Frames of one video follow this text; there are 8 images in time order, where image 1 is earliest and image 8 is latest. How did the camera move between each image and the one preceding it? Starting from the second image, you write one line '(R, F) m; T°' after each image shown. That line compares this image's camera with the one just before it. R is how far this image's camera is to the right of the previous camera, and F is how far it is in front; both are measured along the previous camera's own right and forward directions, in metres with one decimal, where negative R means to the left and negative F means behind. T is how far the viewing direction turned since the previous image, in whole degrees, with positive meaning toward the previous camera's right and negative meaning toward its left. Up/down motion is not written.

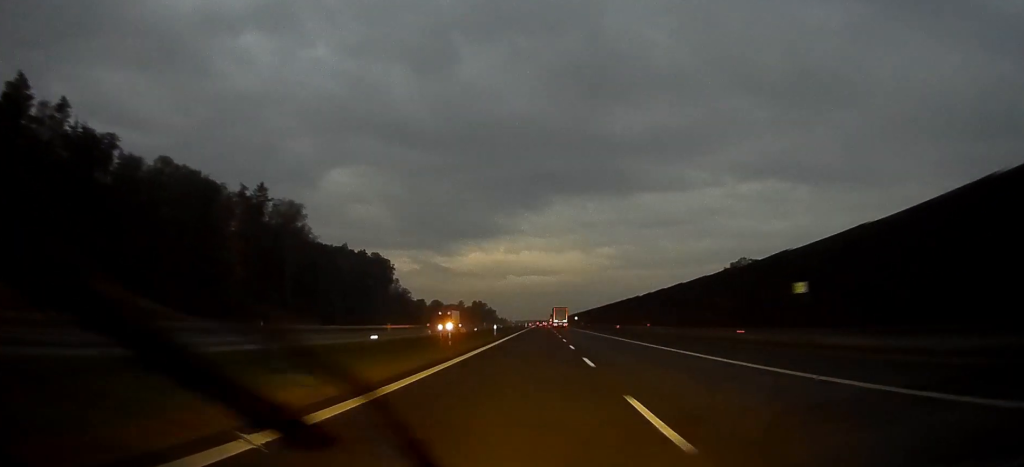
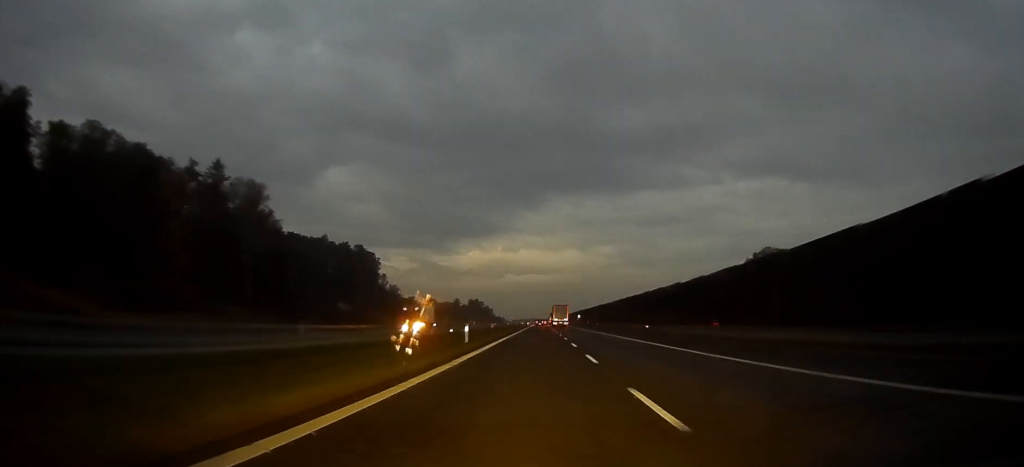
(+0.1, +23.0) m; 0°
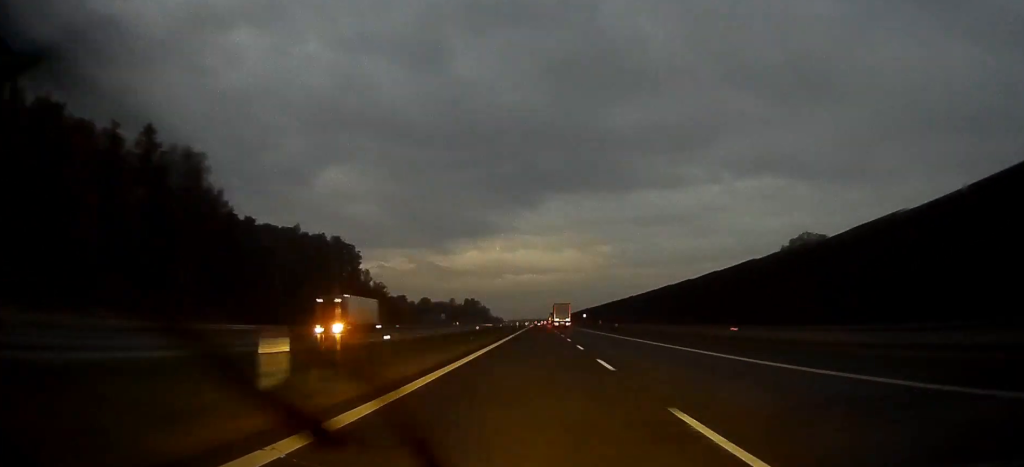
(0.0, +27.1) m; 0°
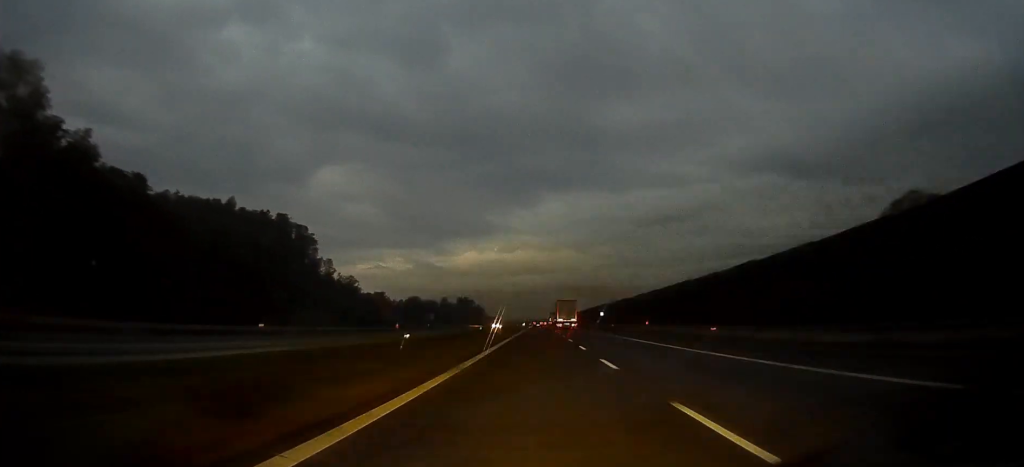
(0.0, +47.3) m; 0°
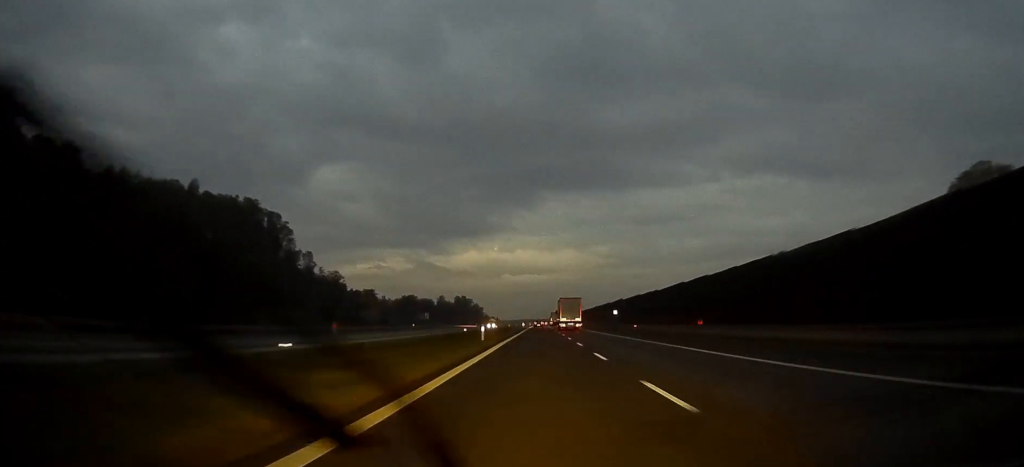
(0.0, +20.2) m; 0°
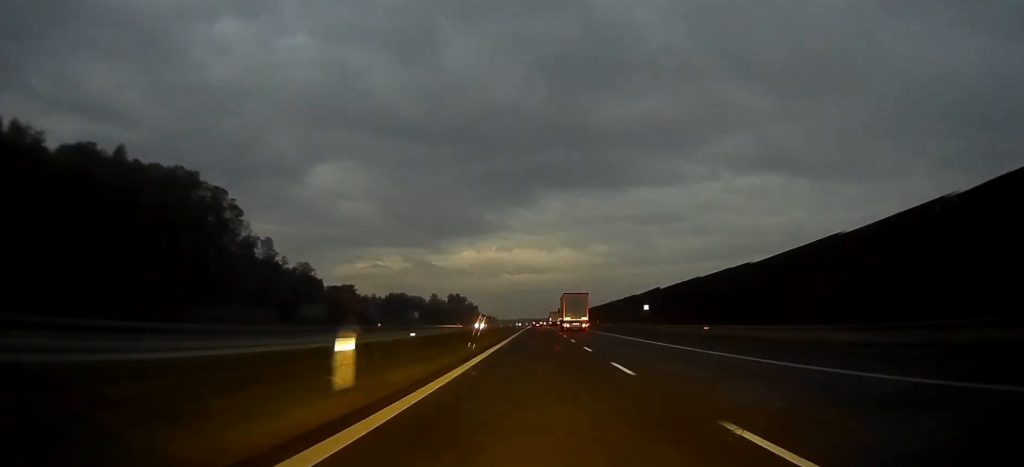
(+0.1, +29.6) m; 0°
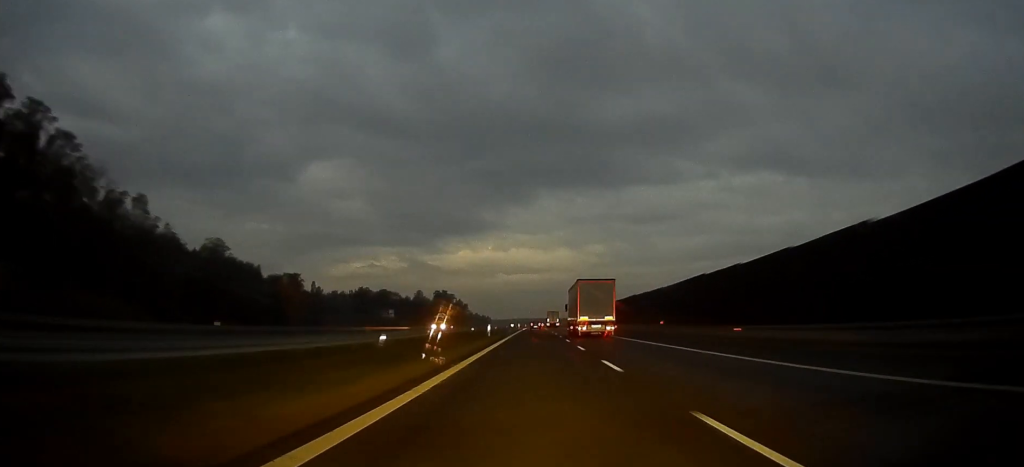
(0.0, +58.8) m; 0°
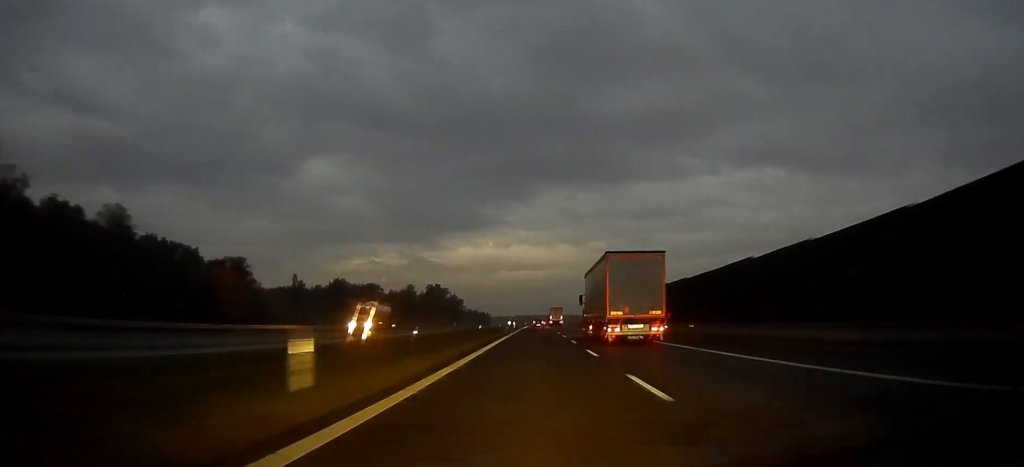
(0.0, +42.1) m; 0°
